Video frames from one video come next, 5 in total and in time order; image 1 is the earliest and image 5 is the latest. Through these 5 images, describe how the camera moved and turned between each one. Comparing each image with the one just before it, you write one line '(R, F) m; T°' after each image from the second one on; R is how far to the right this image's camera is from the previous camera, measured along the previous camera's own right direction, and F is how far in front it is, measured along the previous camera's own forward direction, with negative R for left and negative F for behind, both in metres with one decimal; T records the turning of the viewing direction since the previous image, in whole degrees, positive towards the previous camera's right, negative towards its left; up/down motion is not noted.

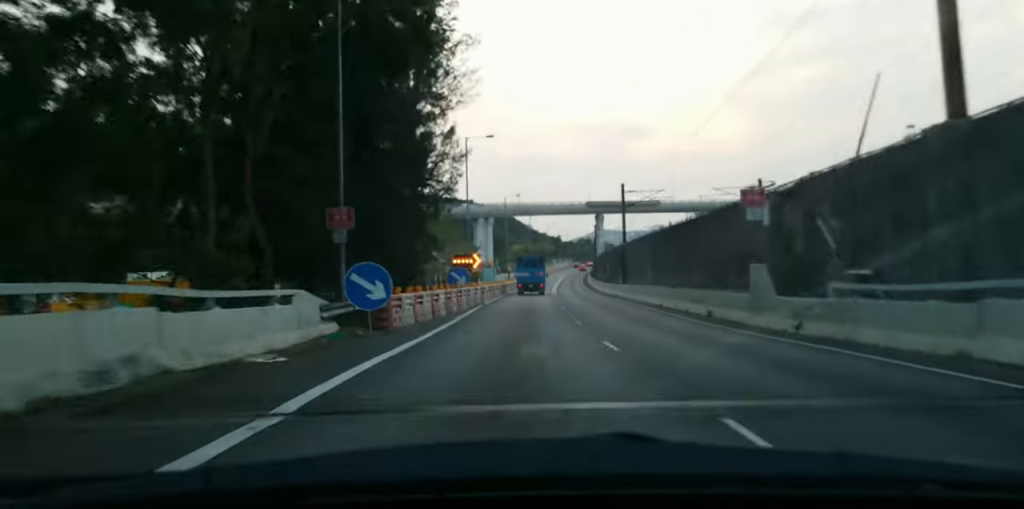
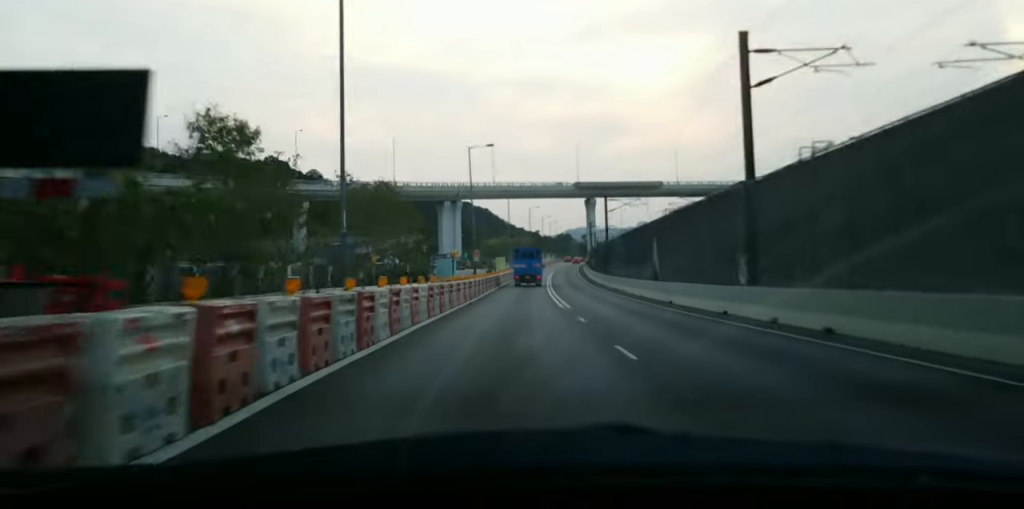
(+0.5, +37.2) m; +1°
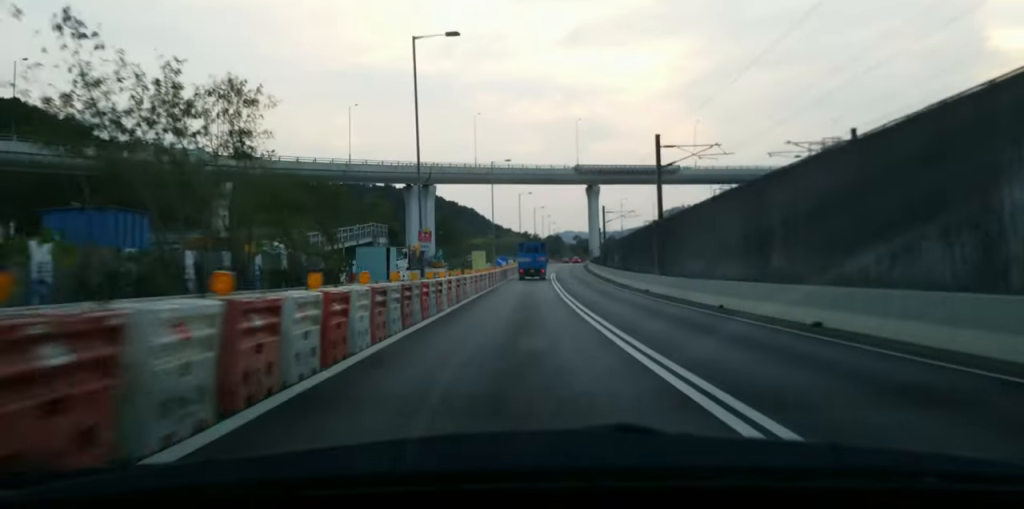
(0.0, +32.8) m; +2°
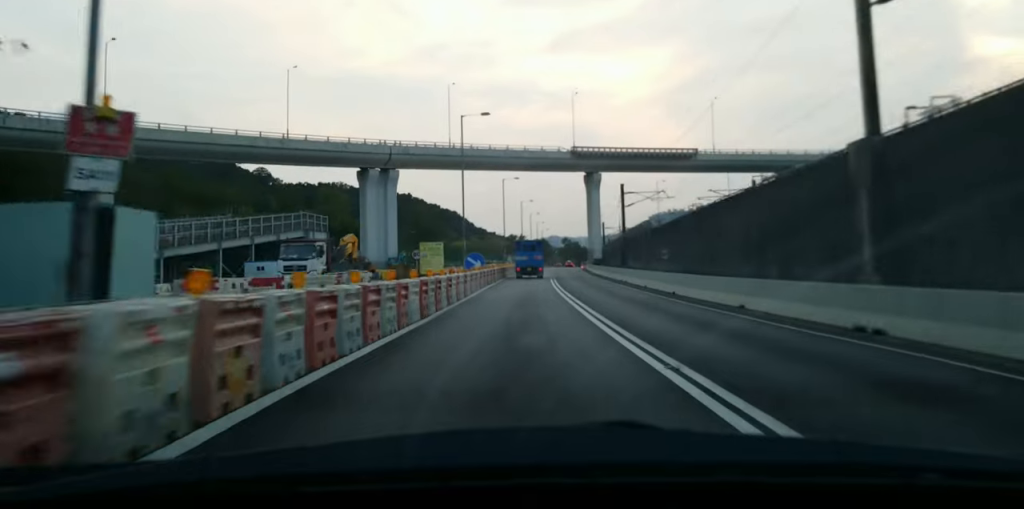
(+1.0, +27.3) m; +3°
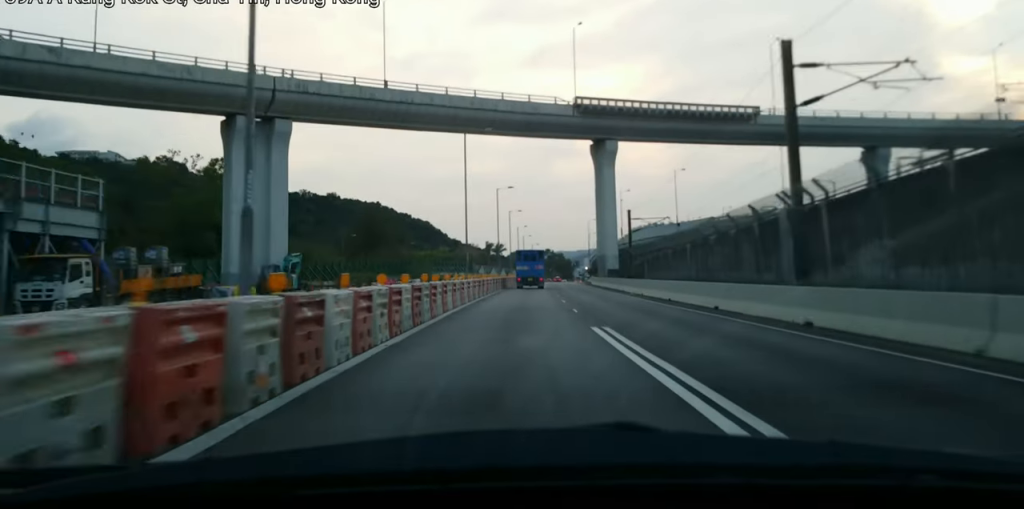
(+0.4, +44.6) m; +1°
